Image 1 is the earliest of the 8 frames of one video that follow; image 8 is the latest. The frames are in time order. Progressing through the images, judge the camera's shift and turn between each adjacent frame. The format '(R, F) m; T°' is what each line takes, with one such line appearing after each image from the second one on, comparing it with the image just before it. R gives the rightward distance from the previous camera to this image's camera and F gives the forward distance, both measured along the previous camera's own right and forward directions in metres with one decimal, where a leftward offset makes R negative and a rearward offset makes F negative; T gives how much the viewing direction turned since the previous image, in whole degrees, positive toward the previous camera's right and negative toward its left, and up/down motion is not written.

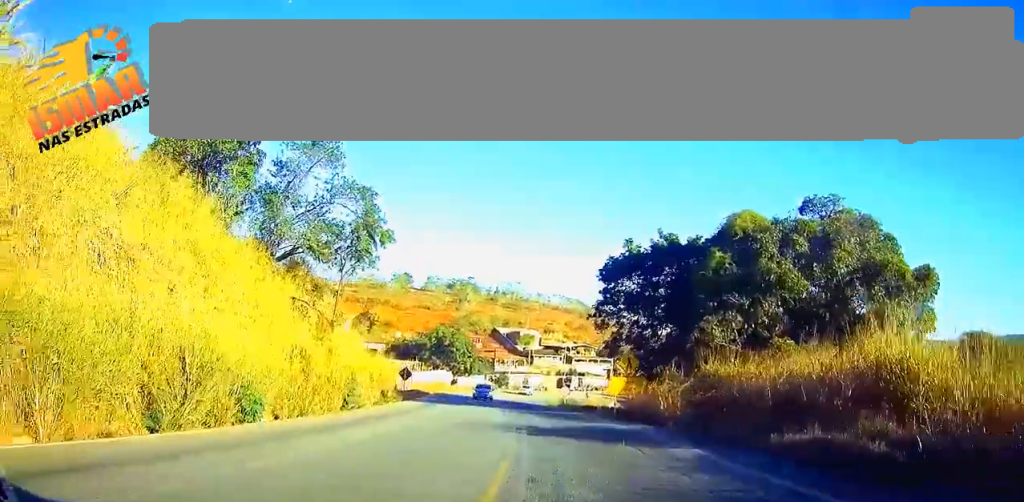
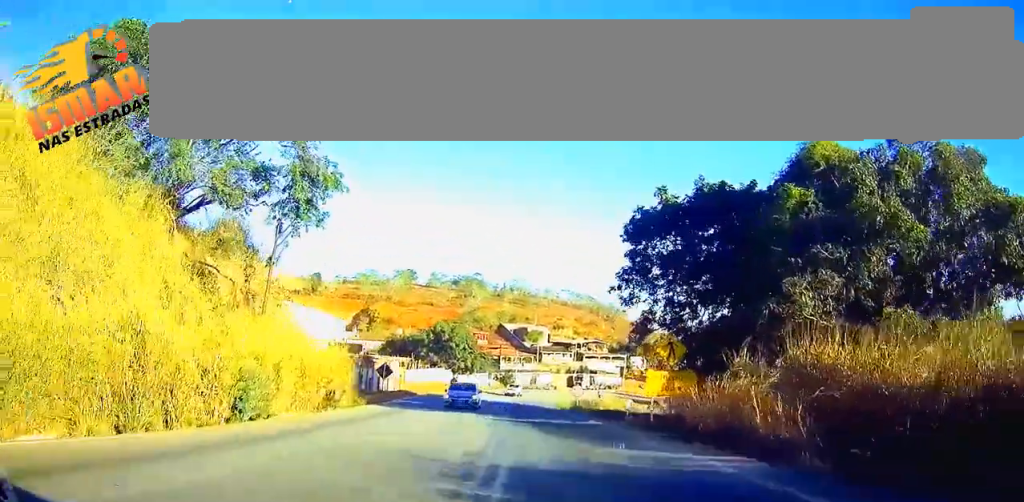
(-0.3, +11.4) m; -1°
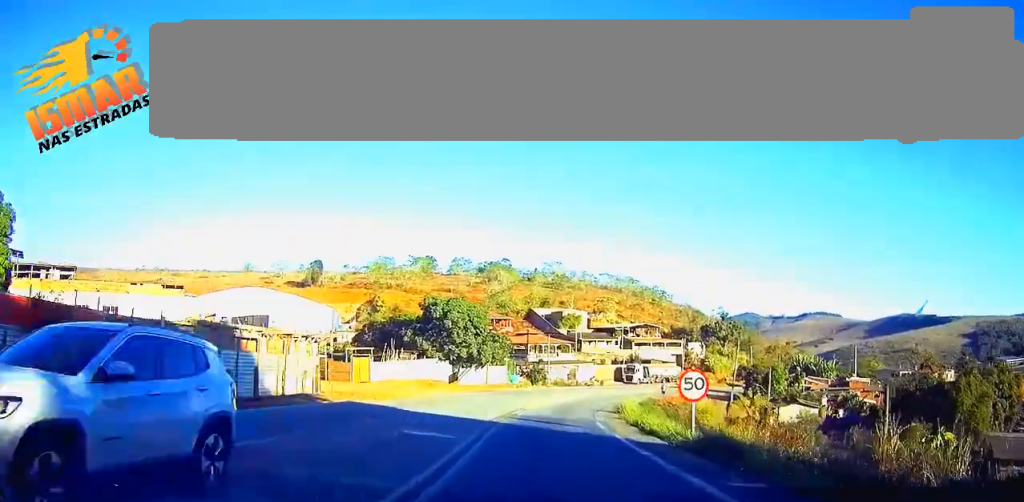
(-0.5, +35.7) m; -2°
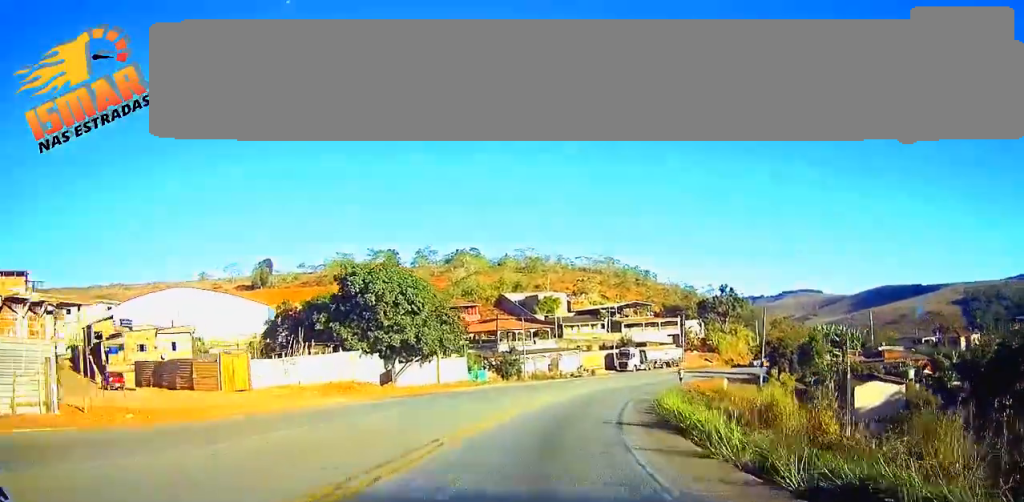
(-0.3, +21.9) m; 0°
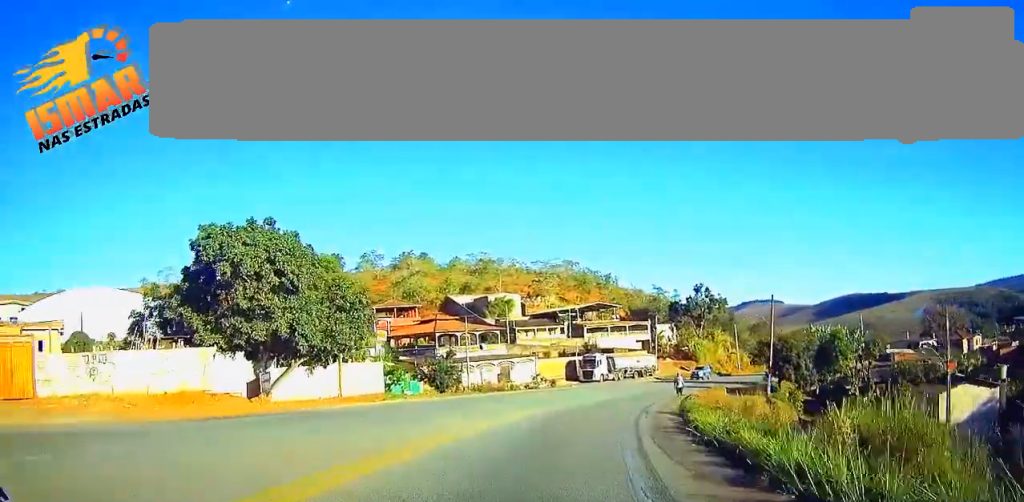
(+0.4, +16.8) m; +3°
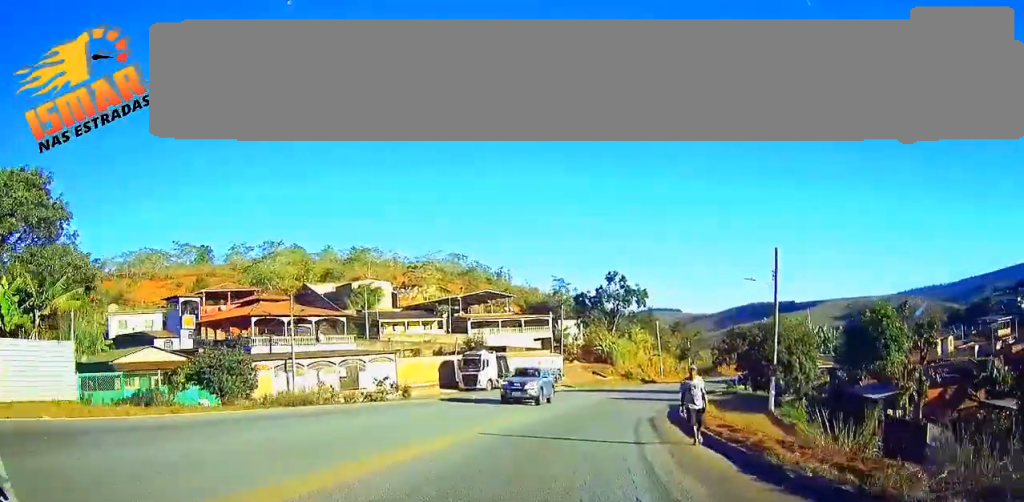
(+1.7, +24.8) m; +9°
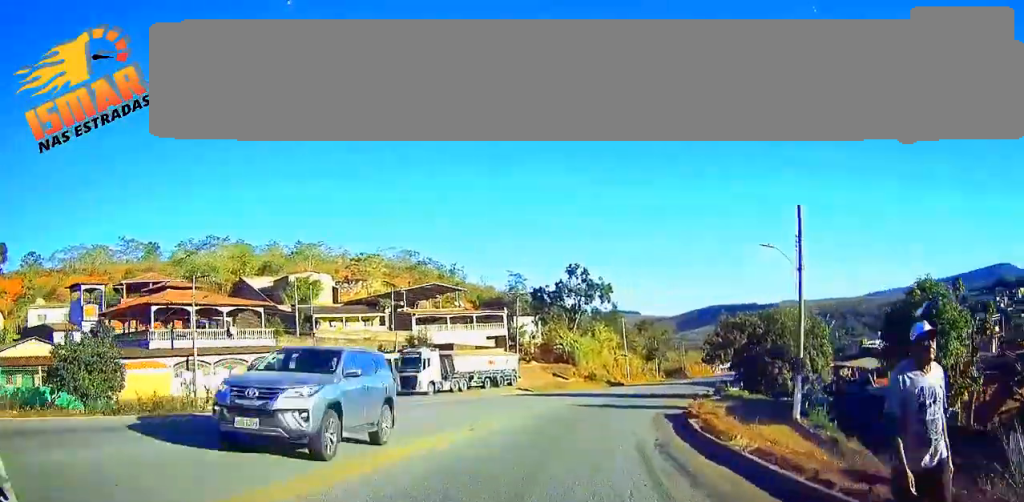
(+0.5, +9.5) m; +4°
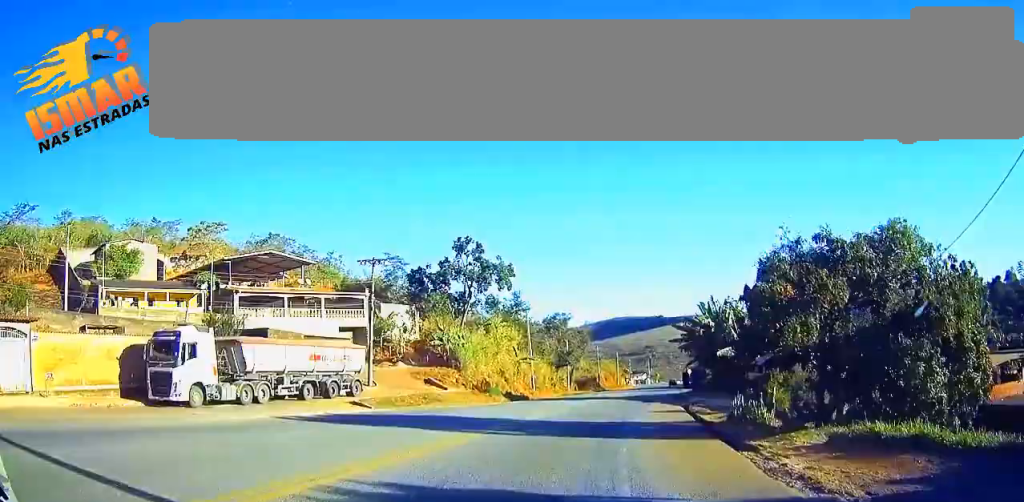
(+1.8, +24.1) m; +9°
